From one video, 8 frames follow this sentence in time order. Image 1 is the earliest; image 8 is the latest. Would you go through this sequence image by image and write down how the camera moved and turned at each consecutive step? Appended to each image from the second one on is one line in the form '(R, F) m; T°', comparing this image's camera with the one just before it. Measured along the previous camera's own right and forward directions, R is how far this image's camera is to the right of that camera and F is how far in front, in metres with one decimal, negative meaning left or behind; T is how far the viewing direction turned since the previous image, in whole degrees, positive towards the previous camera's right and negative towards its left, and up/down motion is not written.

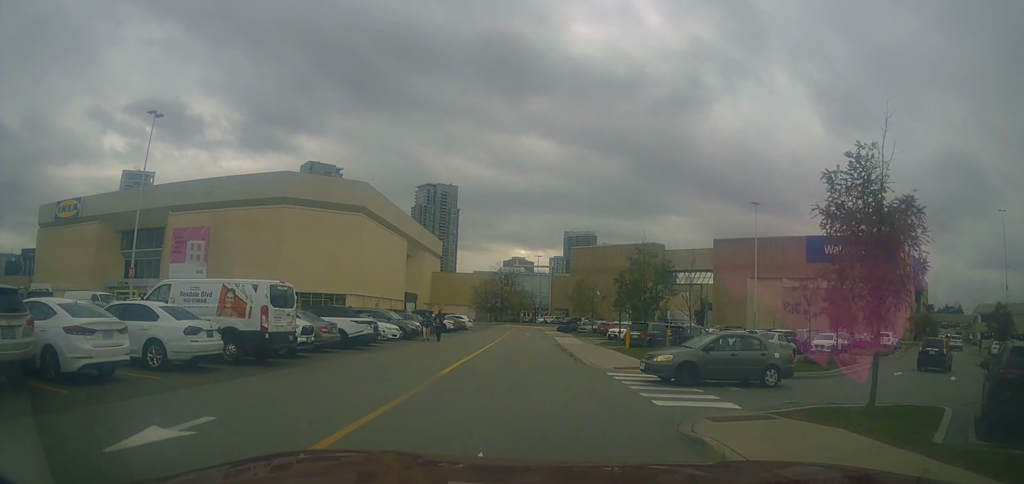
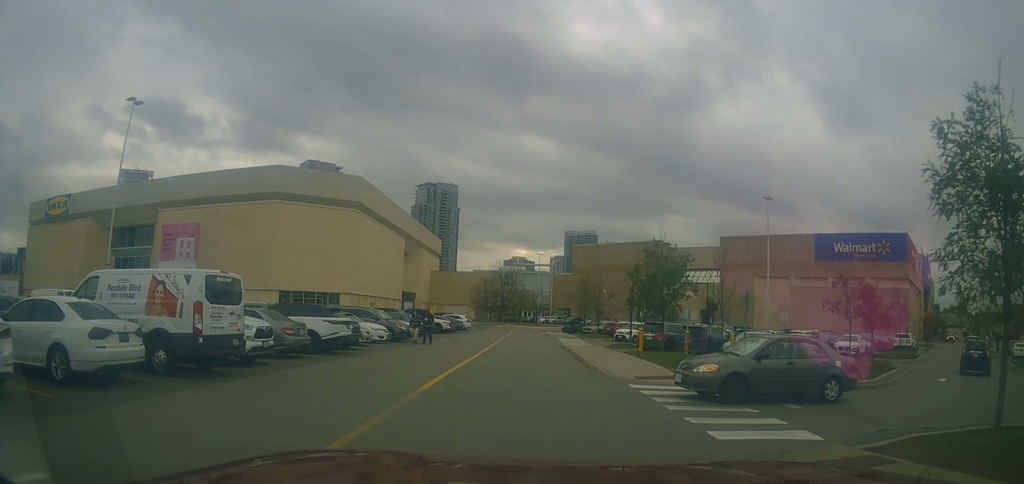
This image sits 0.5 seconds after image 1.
(-0.1, +3.2) m; -1°
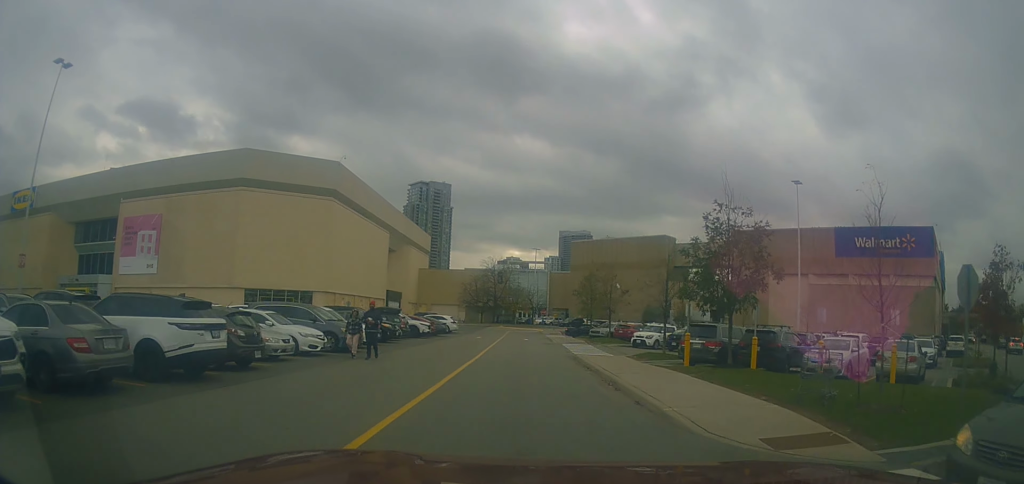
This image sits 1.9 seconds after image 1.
(-0.1, +8.5) m; +5°
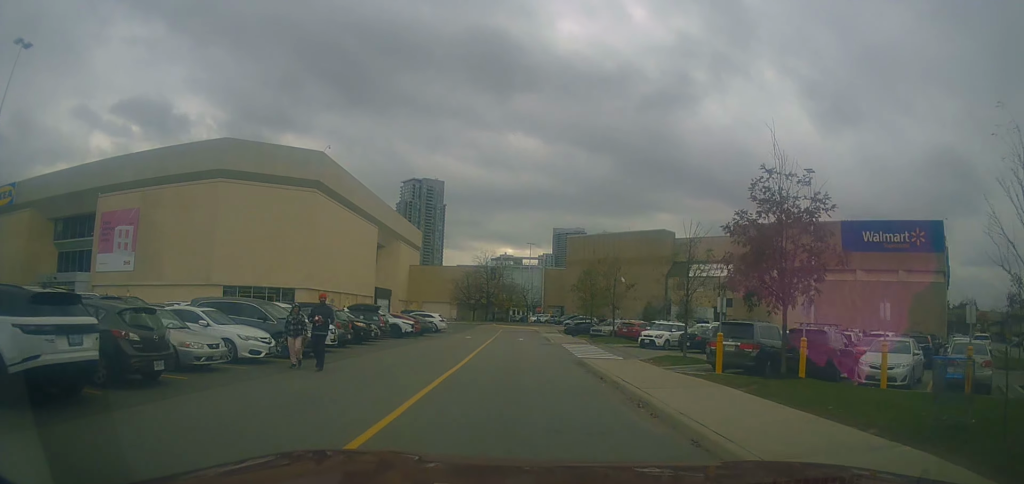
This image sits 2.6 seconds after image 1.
(+0.3, +4.0) m; +1°
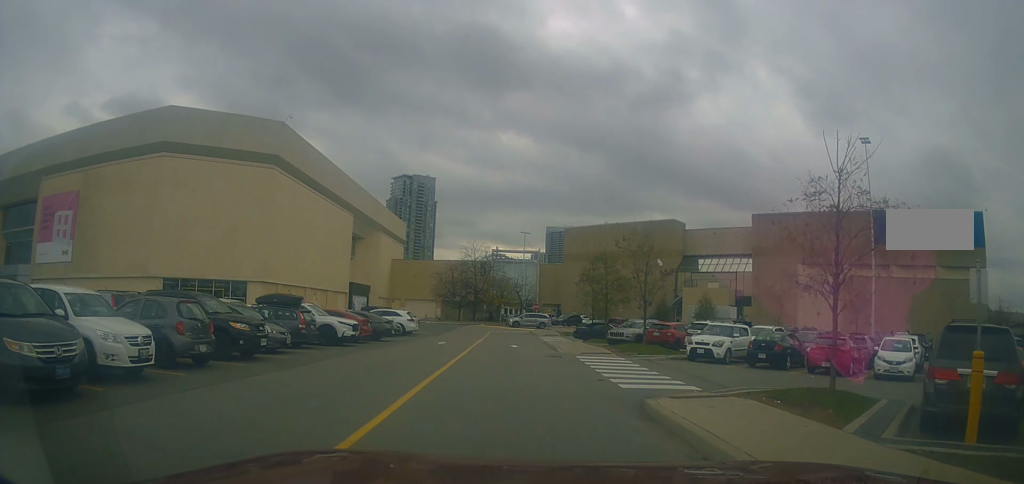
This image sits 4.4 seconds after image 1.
(-0.6, +11.3) m; -4°
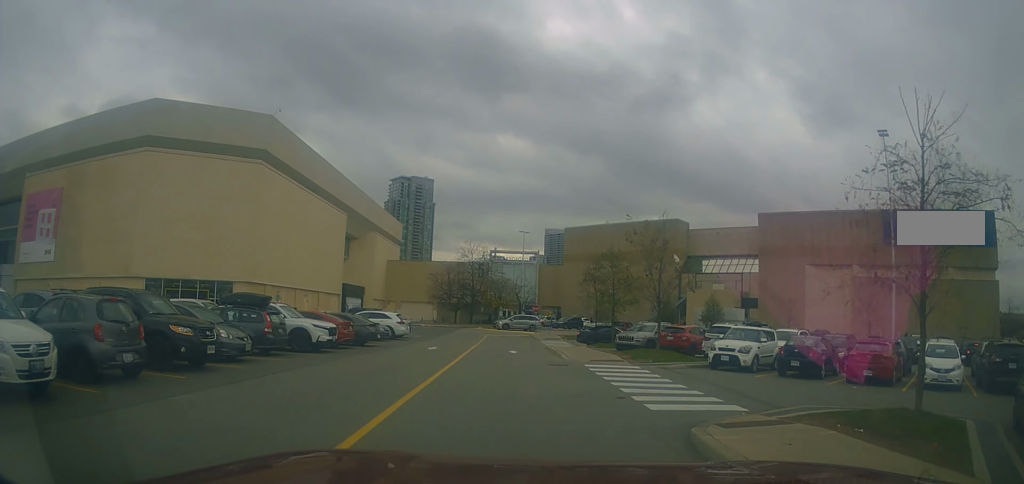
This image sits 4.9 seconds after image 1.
(-0.1, +3.0) m; +3°
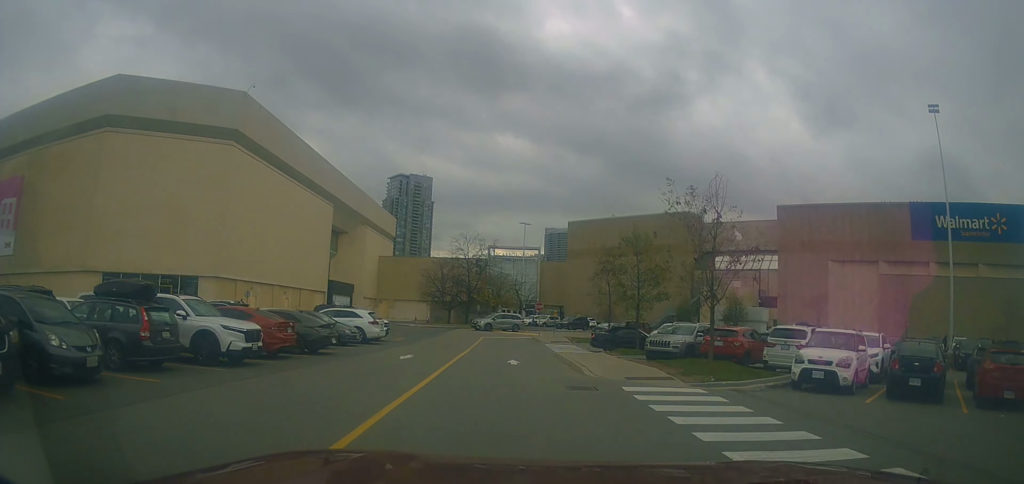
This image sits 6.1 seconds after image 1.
(+0.6, +6.7) m; +1°
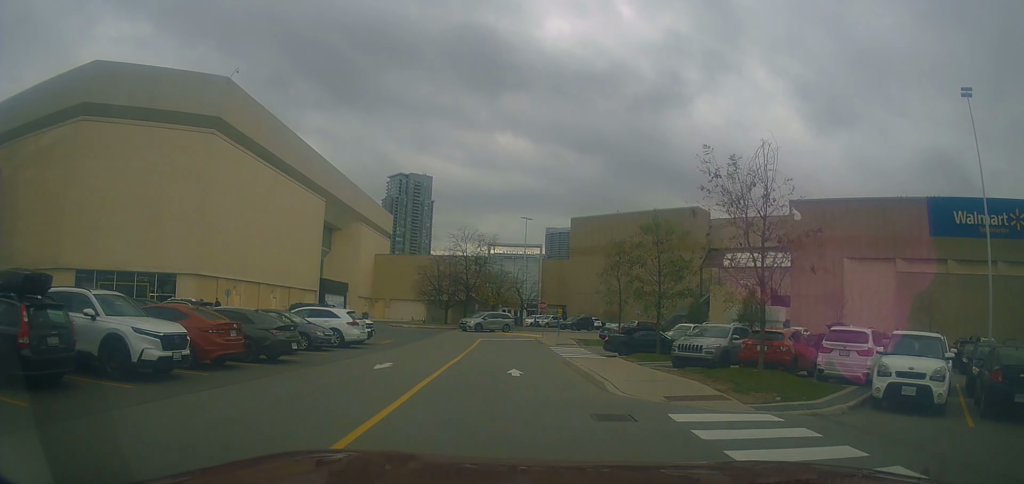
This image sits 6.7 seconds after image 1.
(-0.4, +3.7) m; -2°
